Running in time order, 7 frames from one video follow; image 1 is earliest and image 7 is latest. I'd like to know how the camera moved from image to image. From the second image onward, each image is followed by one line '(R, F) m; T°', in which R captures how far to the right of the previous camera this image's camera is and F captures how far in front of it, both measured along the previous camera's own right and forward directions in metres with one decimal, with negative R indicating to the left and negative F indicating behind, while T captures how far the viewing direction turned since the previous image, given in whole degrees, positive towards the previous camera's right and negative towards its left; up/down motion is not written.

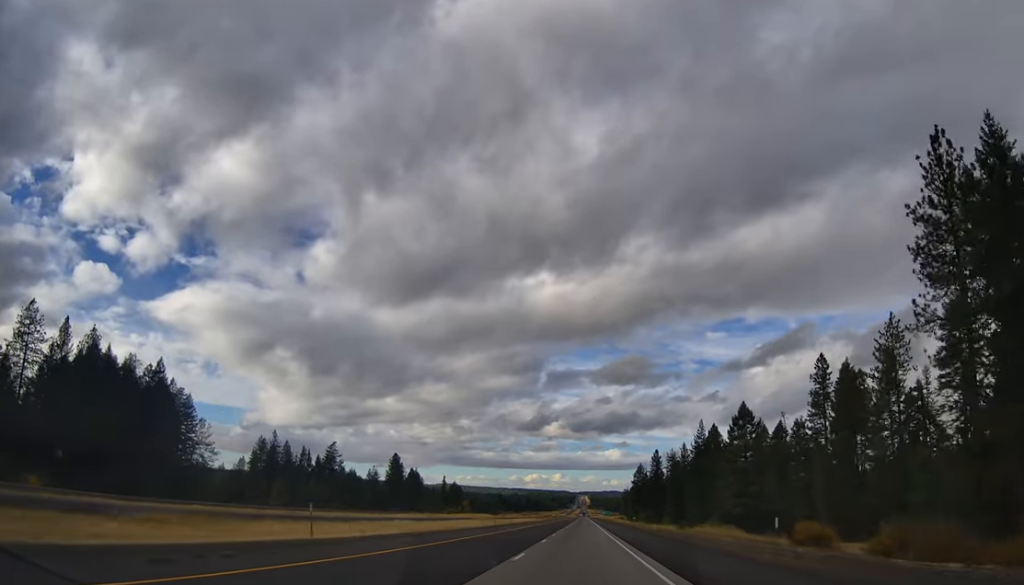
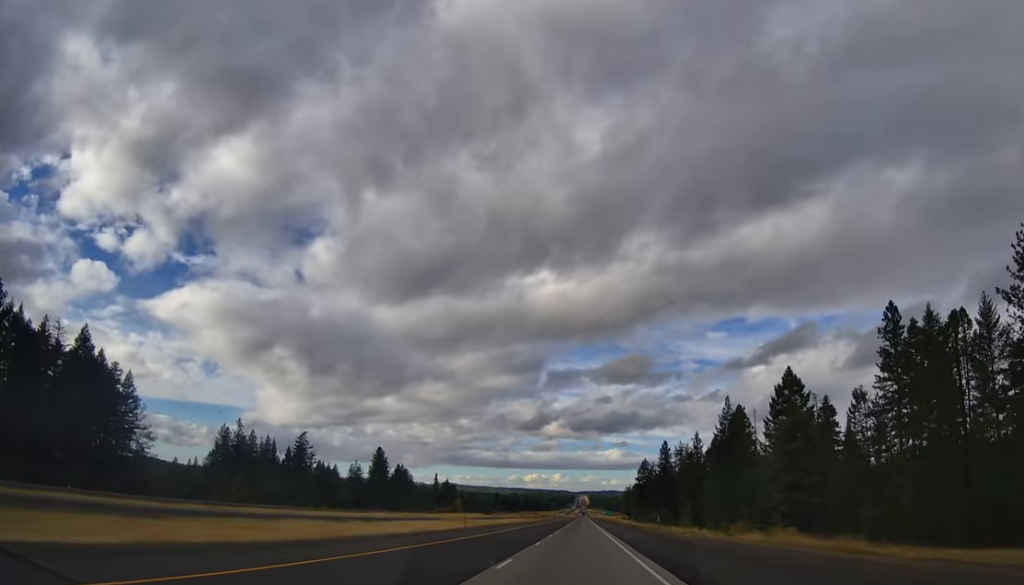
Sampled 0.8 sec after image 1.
(+0.1, +27.6) m; -1°
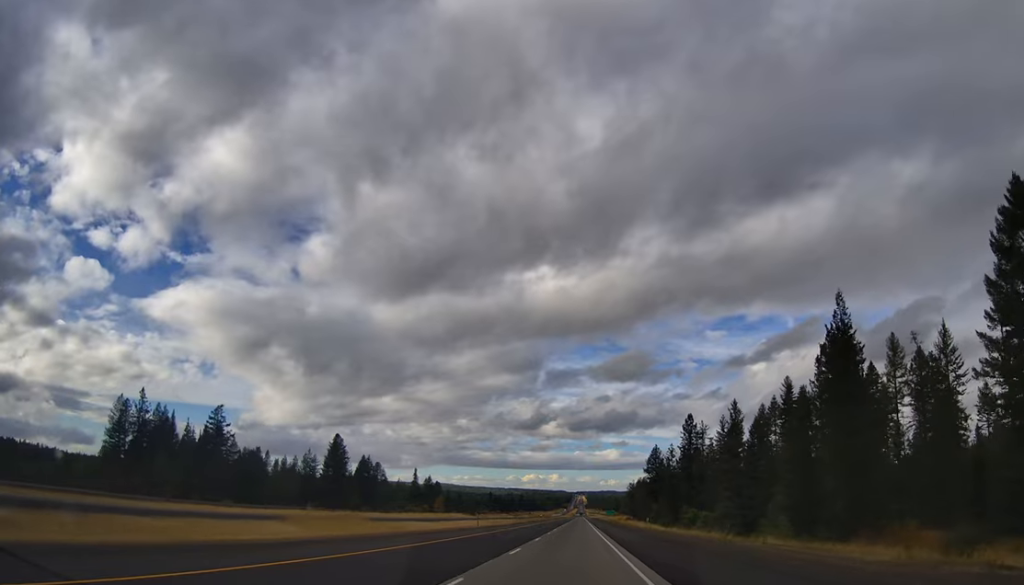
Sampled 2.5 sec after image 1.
(-1.0, +55.1) m; -1°
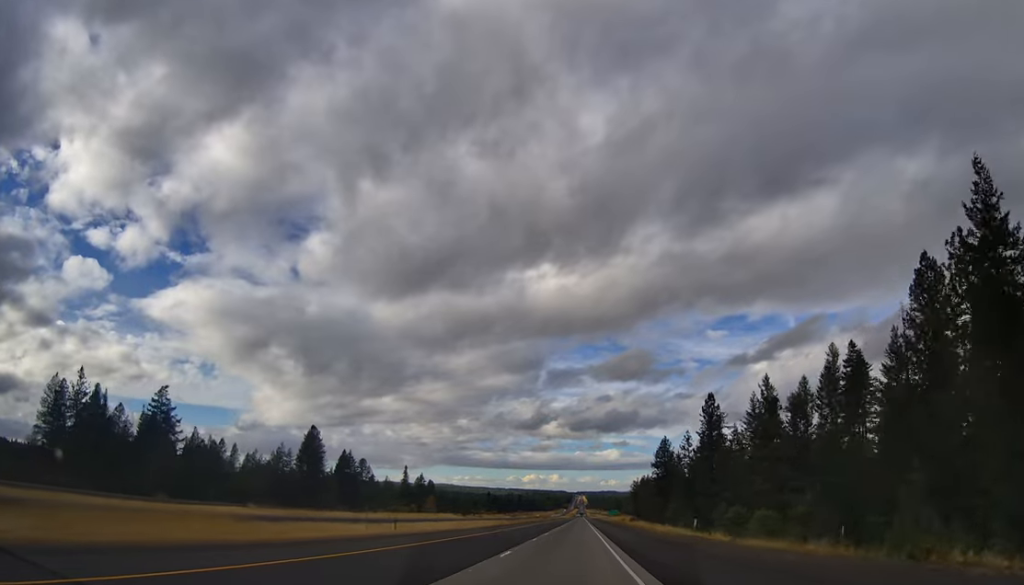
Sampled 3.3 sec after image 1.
(+0.3, +26.5) m; +2°
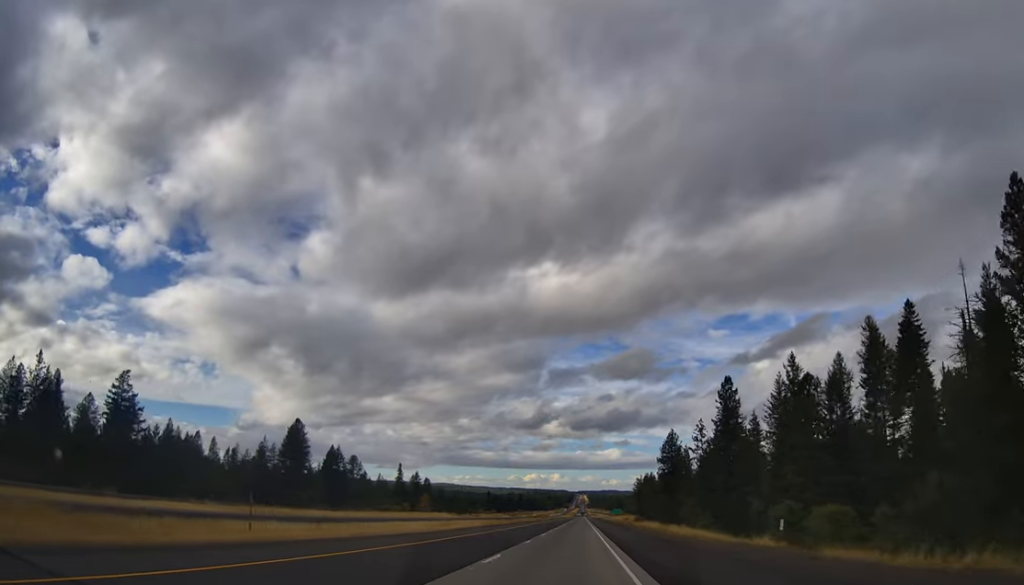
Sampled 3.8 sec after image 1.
(+0.3, +15.4) m; 0°
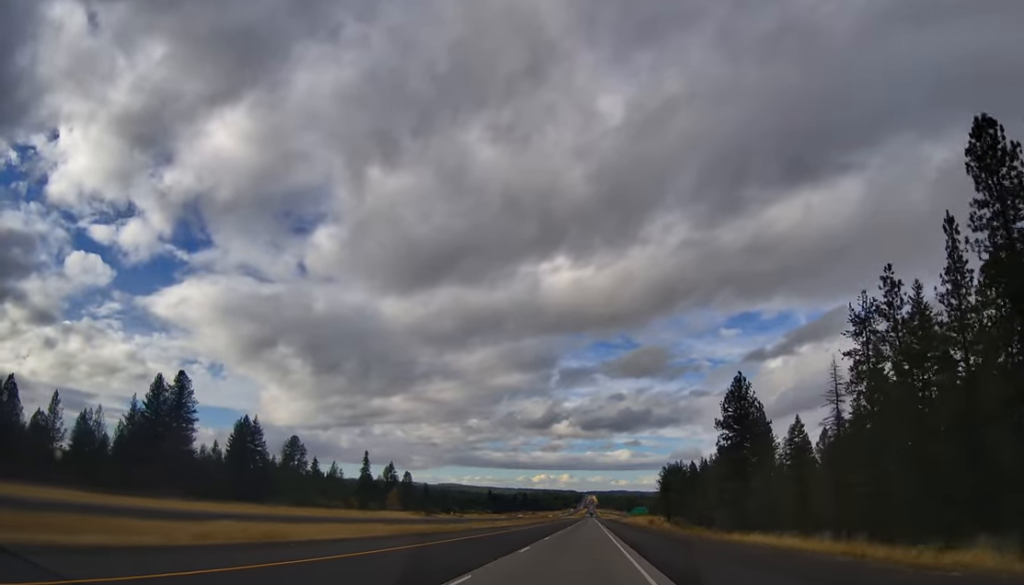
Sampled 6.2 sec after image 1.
(-0.6, +80.2) m; -1°
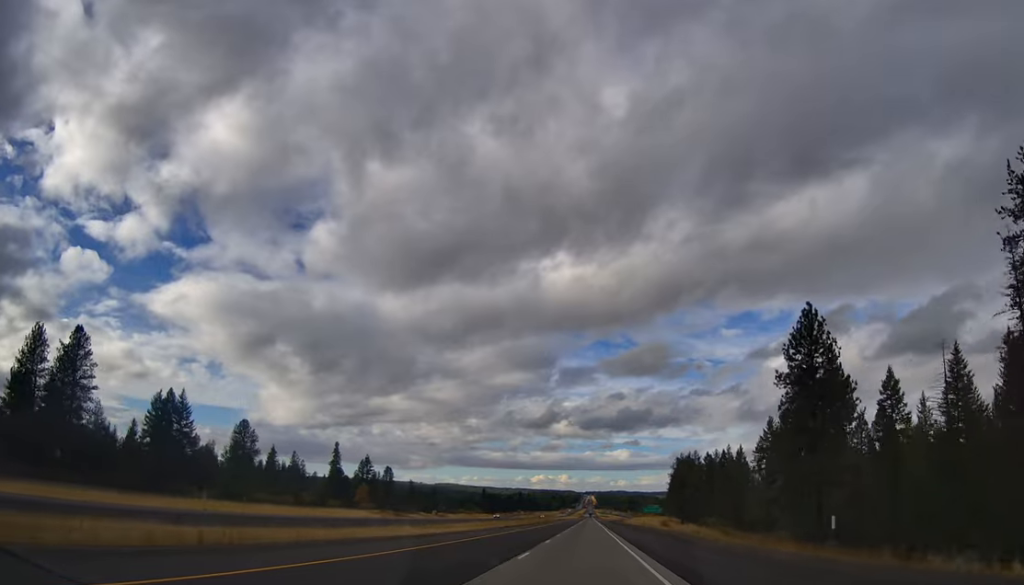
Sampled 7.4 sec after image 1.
(+0.1, +39.8) m; -1°
